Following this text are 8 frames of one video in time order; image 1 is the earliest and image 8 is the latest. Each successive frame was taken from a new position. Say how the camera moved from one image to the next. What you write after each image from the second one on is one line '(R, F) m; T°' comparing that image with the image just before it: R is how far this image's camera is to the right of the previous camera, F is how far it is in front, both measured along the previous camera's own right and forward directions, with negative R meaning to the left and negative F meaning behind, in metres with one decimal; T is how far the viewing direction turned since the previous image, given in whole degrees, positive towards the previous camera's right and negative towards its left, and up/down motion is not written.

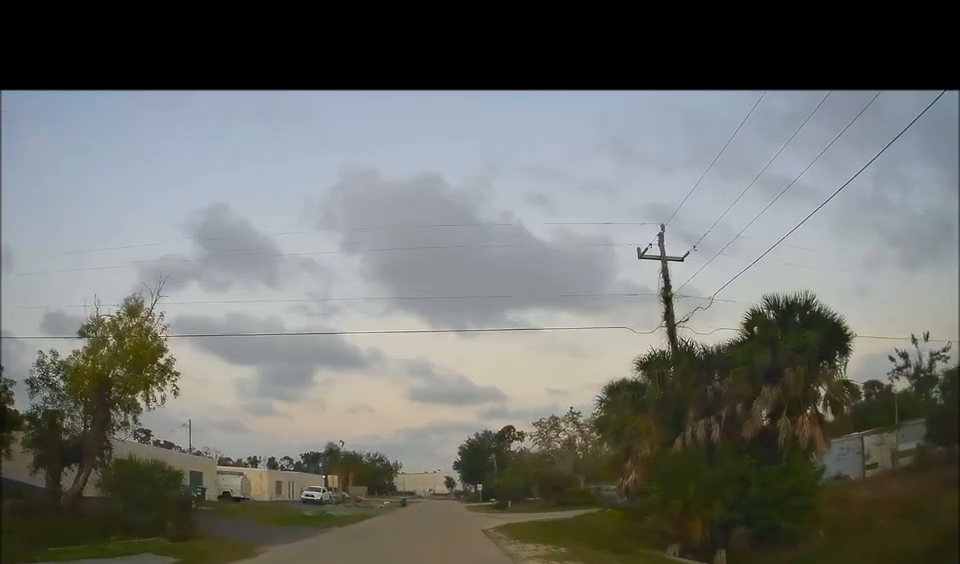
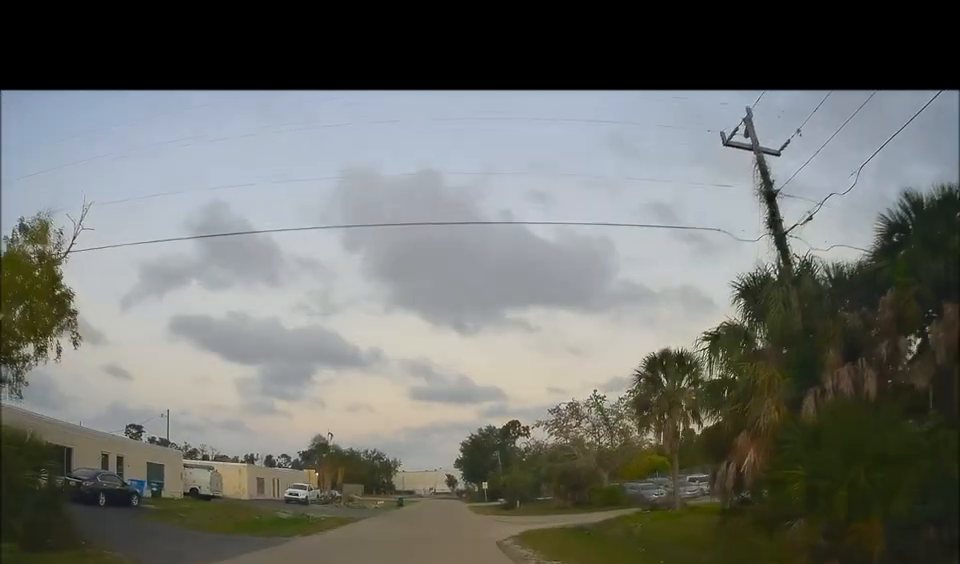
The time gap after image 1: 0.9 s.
(-0.1, +6.0) m; -3°
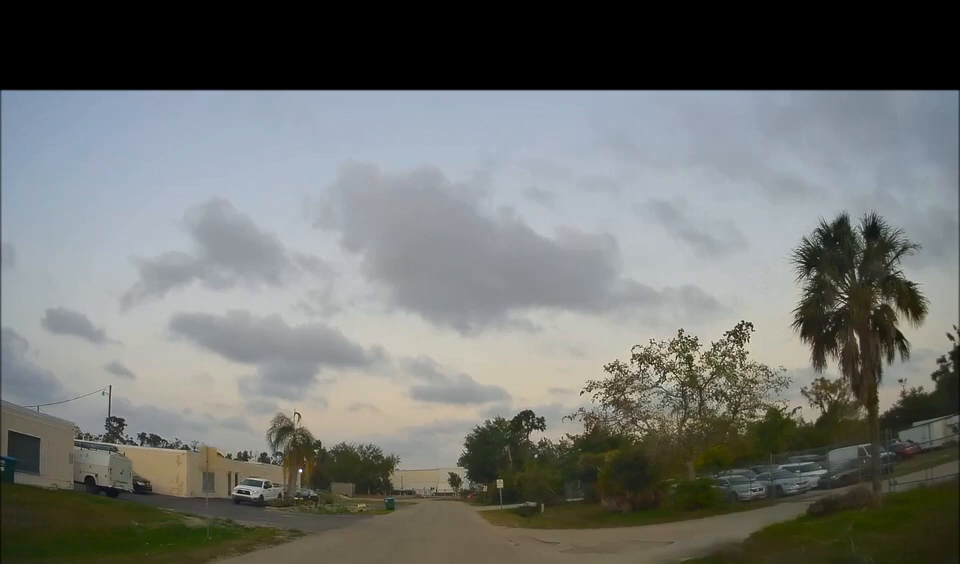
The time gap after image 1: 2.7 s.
(-0.1, +12.3) m; +3°
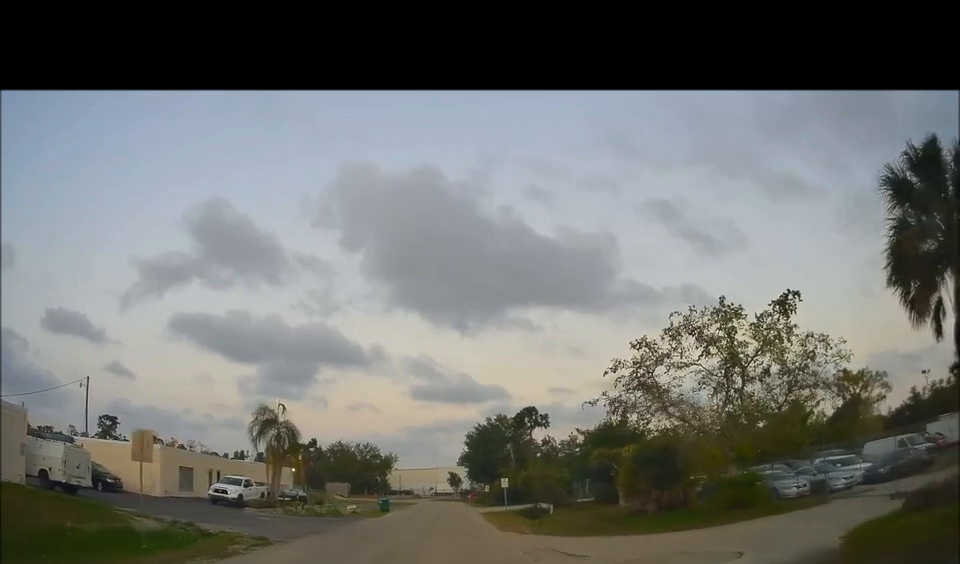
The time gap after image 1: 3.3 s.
(+0.1, +3.6) m; +1°
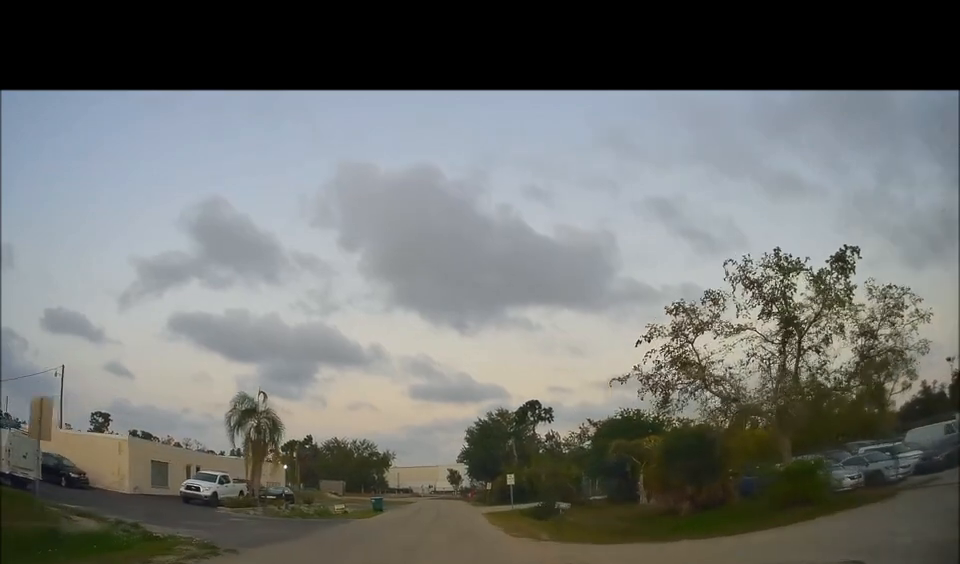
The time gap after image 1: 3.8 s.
(0.0, +3.7) m; 0°
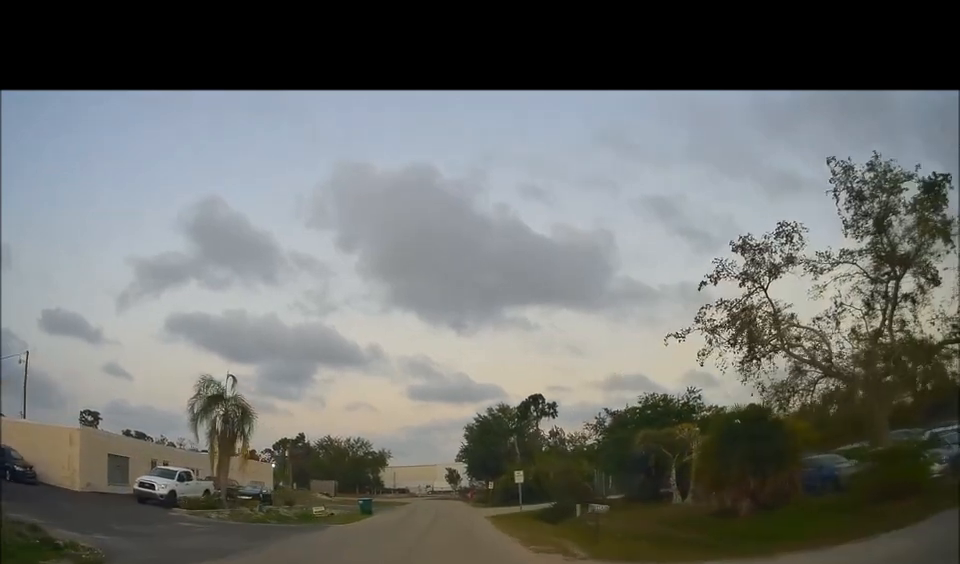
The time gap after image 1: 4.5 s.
(0.0, +4.7) m; 0°
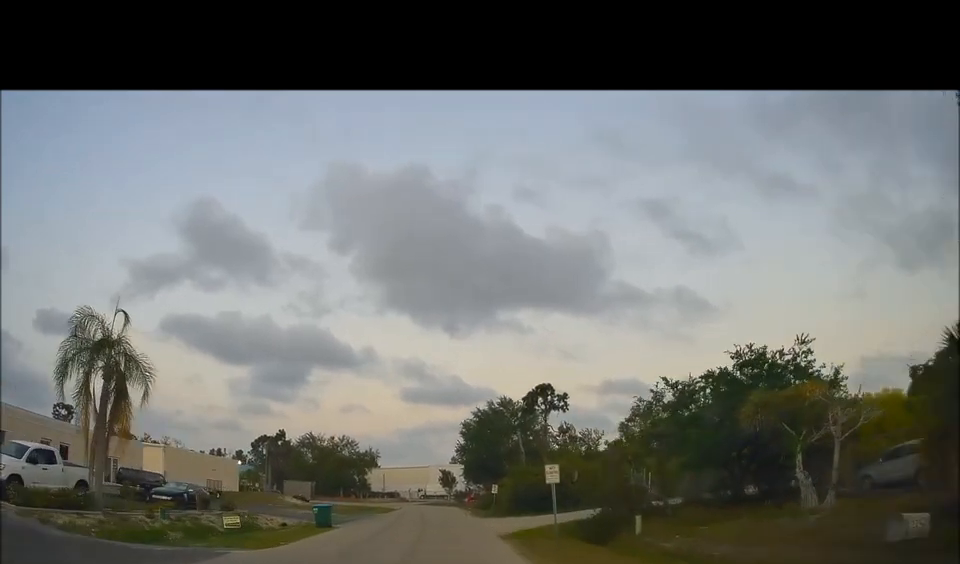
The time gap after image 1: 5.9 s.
(0.0, +10.1) m; 0°
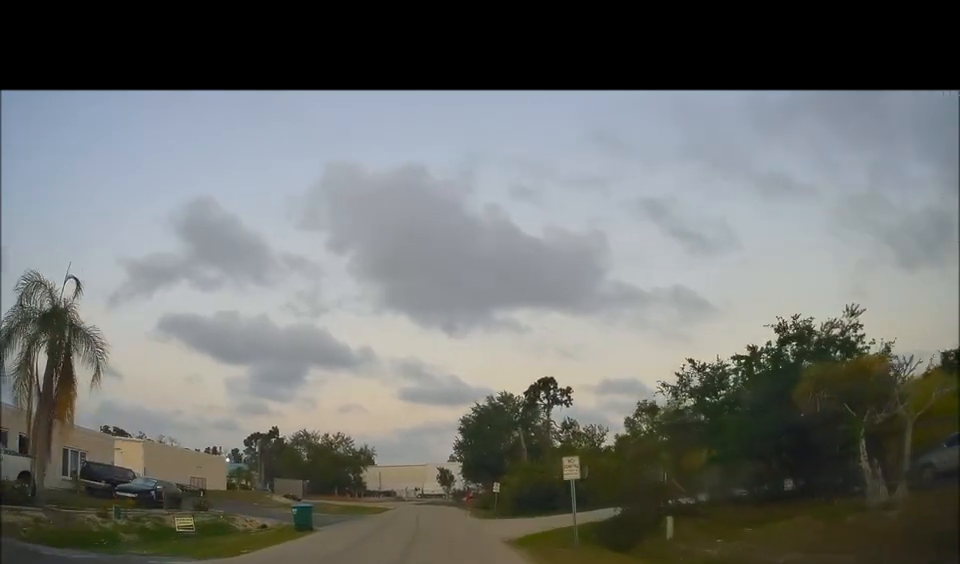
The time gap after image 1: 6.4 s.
(0.0, +3.0) m; 0°
